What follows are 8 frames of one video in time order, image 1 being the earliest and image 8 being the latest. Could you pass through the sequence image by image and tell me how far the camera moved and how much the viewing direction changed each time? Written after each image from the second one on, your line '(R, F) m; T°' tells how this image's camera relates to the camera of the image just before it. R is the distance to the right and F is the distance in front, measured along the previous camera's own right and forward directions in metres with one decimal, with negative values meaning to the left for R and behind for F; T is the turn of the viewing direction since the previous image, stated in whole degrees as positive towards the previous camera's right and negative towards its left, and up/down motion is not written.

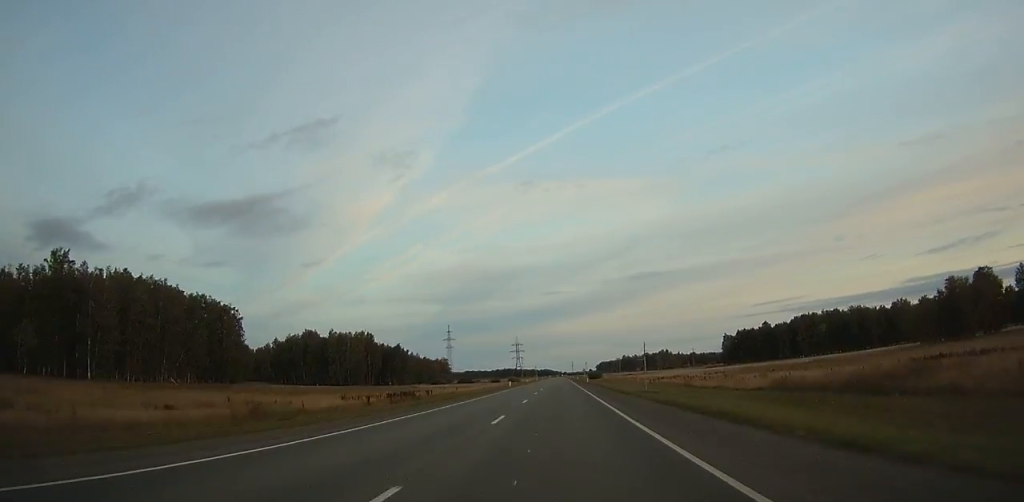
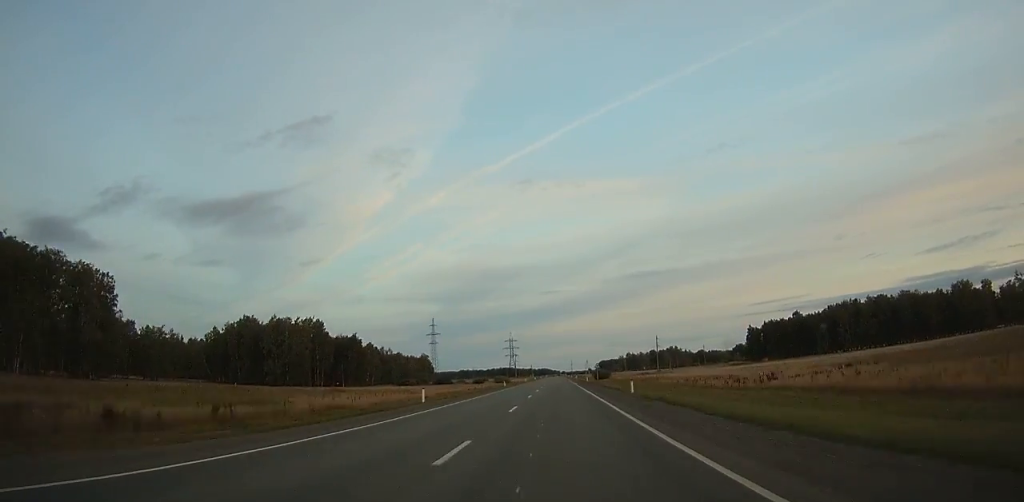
(+0.1, +54.5) m; 0°
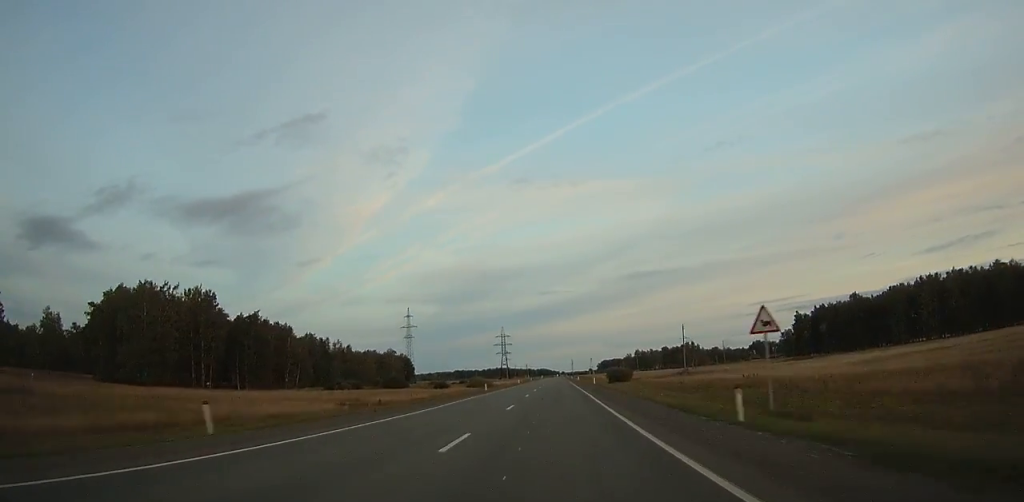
(-0.1, +68.3) m; 0°
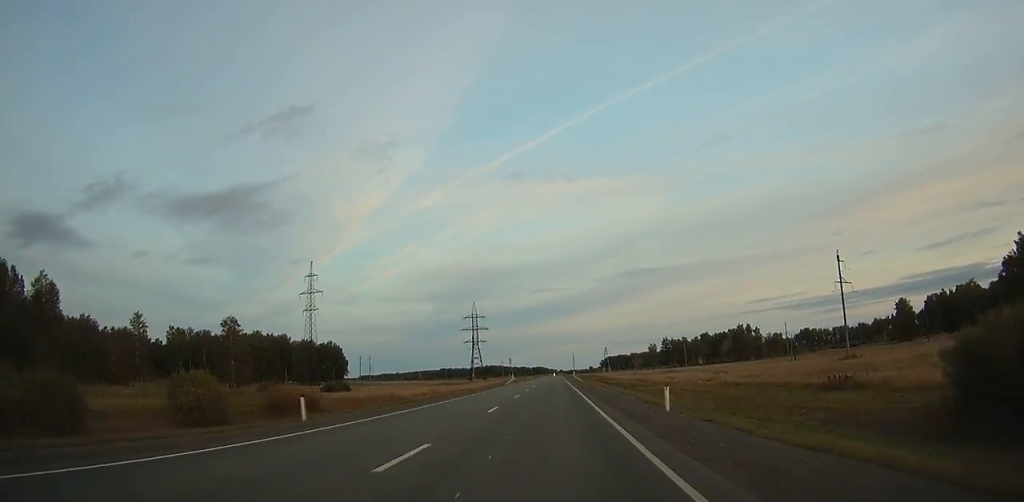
(+0.2, +144.3) m; 0°
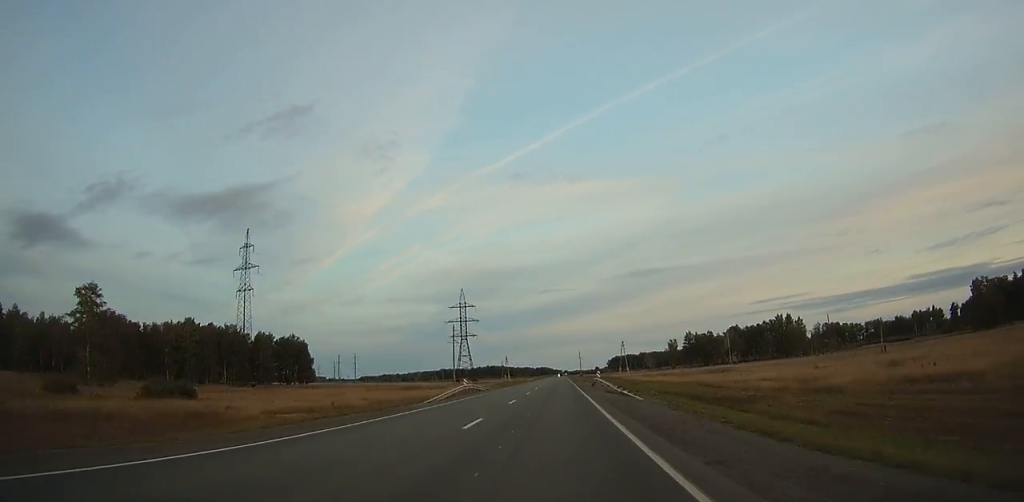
(0.0, +56.6) m; 0°
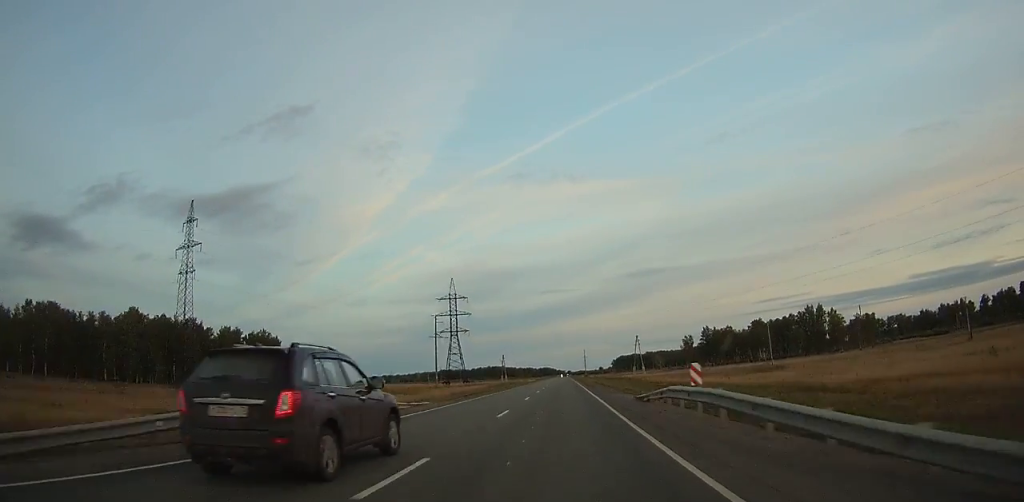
(-0.1, +34.0) m; 0°
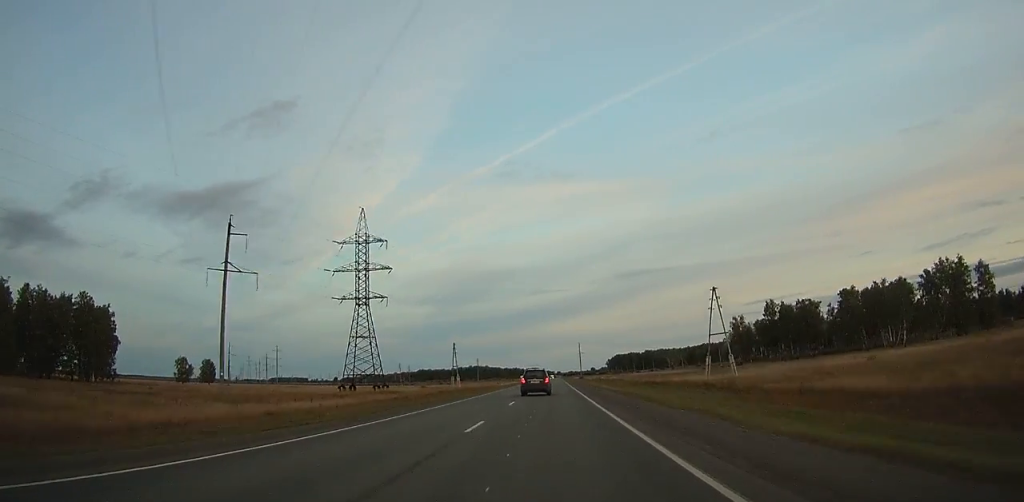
(+0.1, +101.6) m; 0°
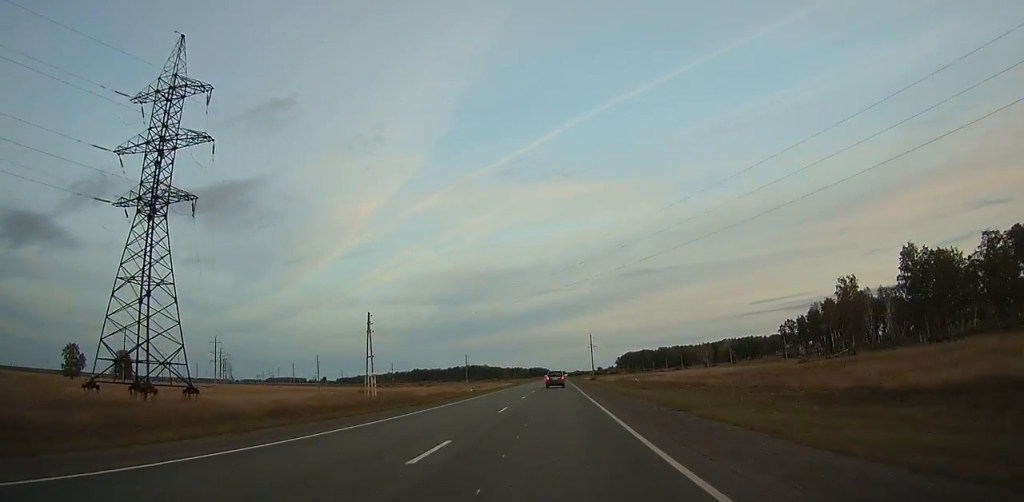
(0.0, +75.8) m; 0°
